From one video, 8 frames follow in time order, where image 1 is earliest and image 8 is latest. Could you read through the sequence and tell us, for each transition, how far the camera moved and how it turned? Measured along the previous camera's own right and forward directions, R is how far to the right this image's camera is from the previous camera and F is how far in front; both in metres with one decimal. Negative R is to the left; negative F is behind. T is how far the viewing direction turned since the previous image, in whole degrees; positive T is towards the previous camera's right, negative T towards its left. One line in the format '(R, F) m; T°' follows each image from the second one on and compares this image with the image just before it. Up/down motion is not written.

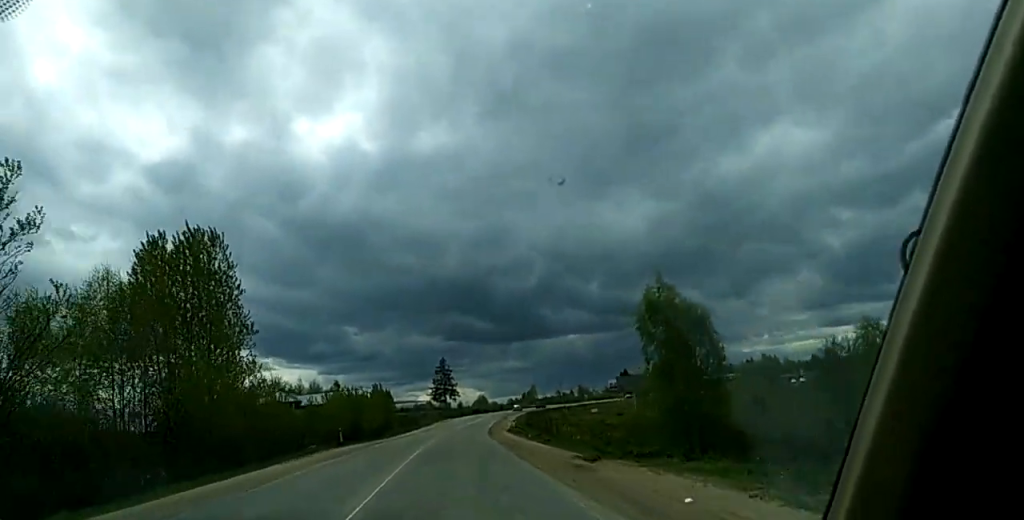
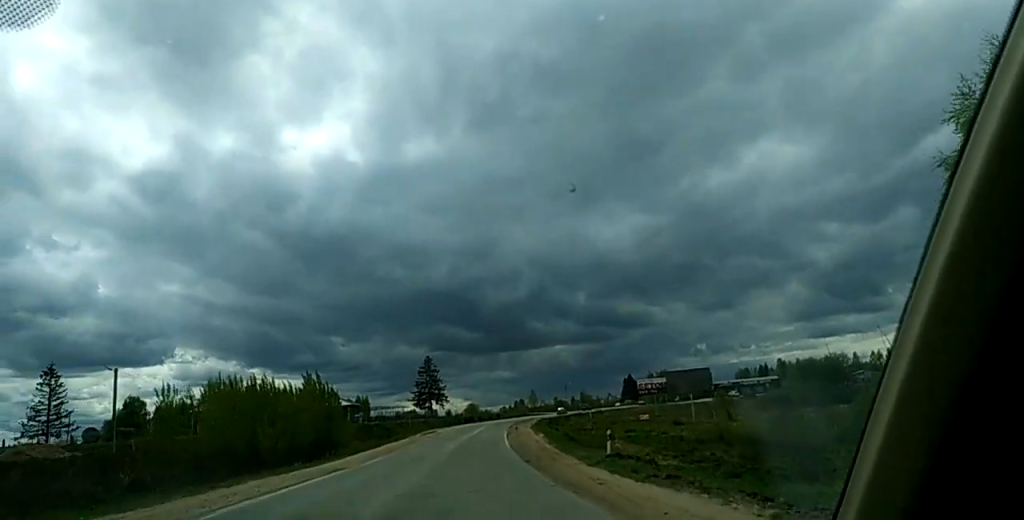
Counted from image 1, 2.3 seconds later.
(+0.8, +45.8) m; +2°
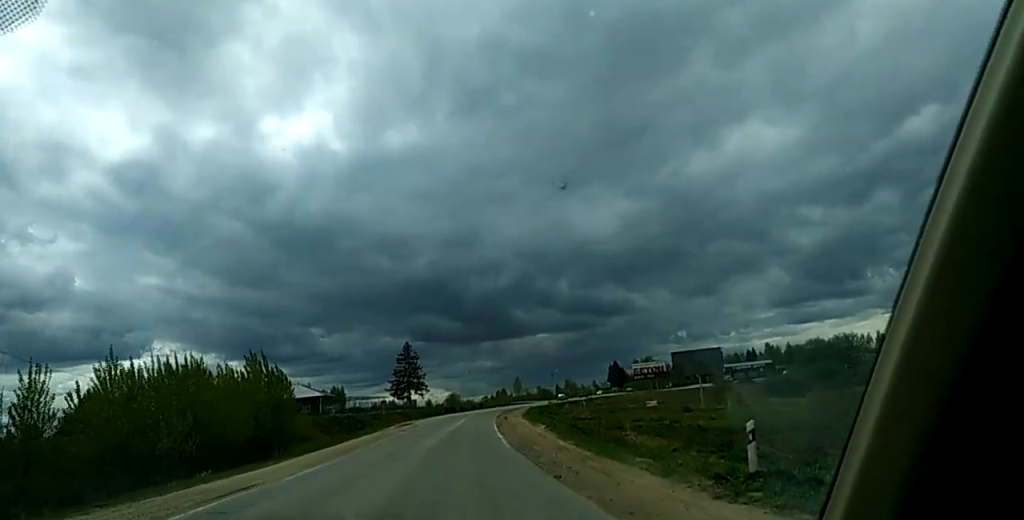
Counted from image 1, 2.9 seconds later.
(+0.1, +13.3) m; +1°
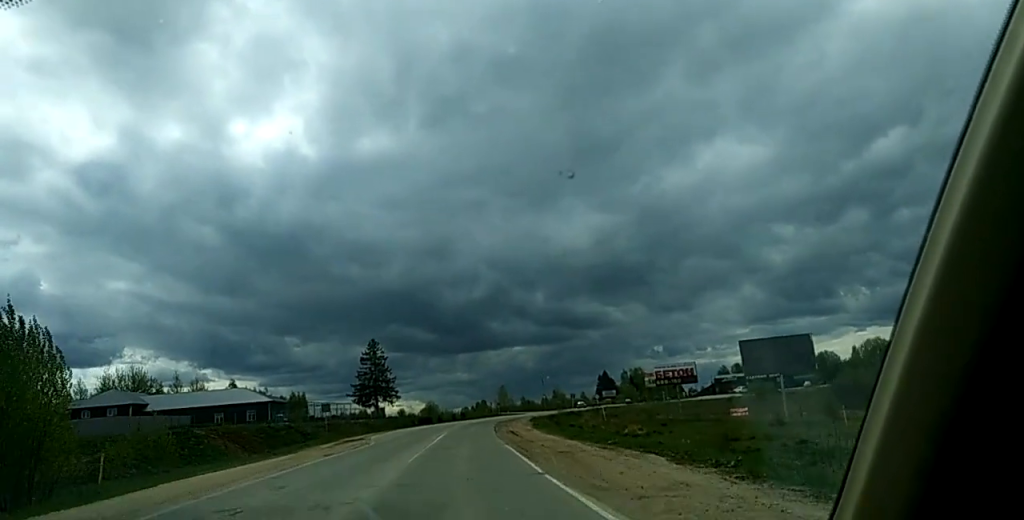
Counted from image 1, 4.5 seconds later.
(+0.6, +32.4) m; +1°
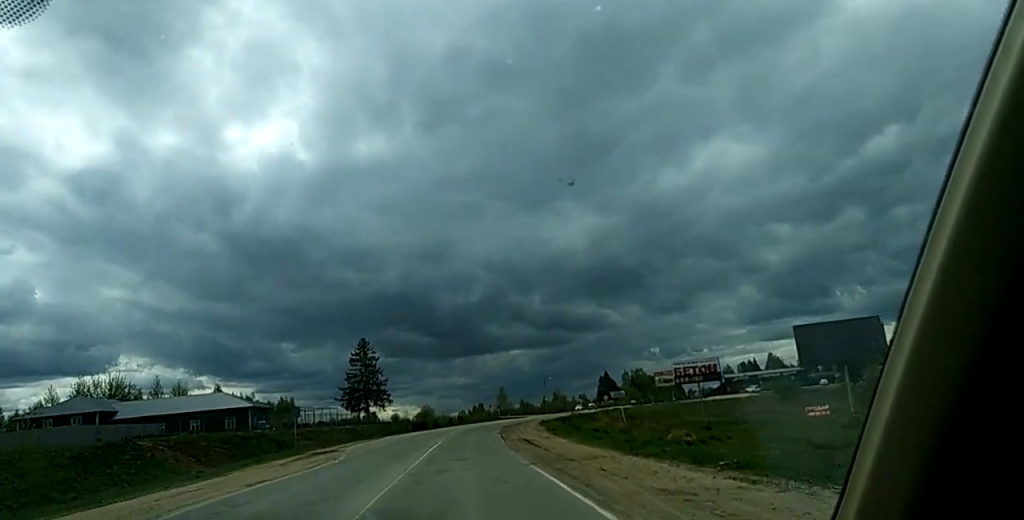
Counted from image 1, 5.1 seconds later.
(-0.2, +13.3) m; 0°
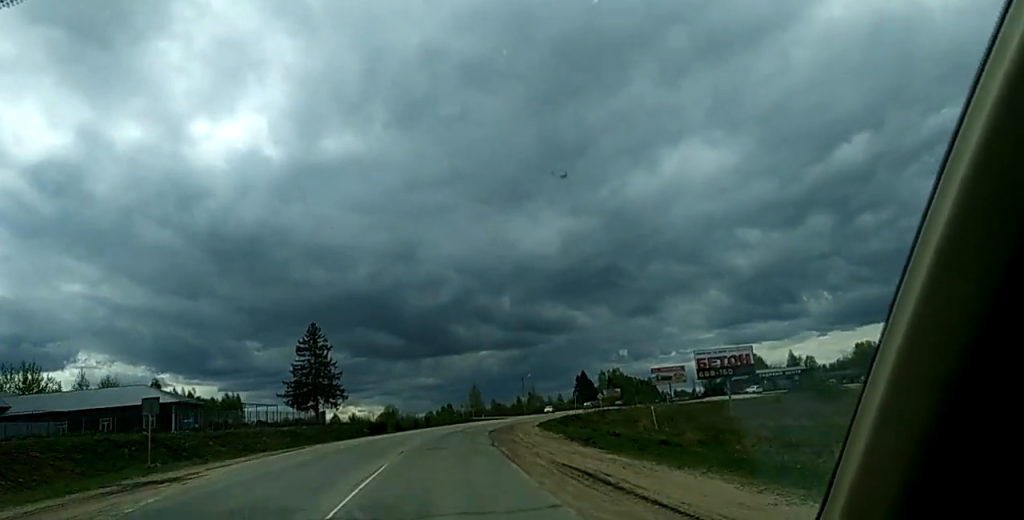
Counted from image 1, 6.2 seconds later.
(+0.2, +23.1) m; +1°
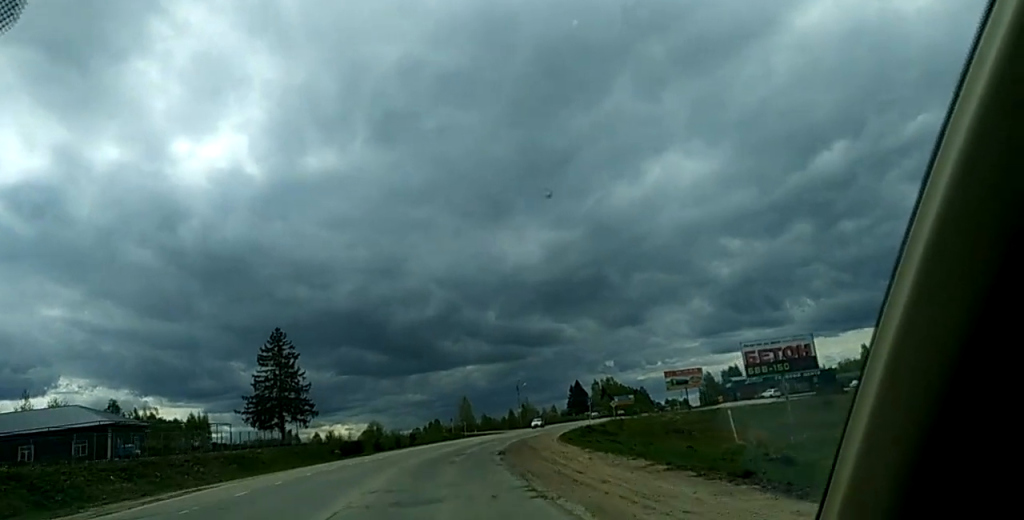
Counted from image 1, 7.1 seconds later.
(+0.2, +18.1) m; +1°
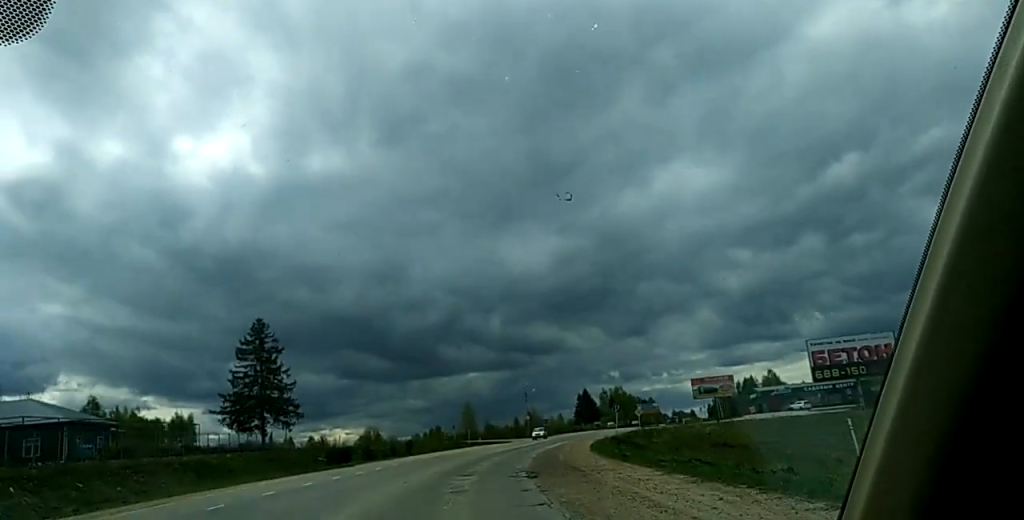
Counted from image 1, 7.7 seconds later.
(+0.1, +12.3) m; +1°
